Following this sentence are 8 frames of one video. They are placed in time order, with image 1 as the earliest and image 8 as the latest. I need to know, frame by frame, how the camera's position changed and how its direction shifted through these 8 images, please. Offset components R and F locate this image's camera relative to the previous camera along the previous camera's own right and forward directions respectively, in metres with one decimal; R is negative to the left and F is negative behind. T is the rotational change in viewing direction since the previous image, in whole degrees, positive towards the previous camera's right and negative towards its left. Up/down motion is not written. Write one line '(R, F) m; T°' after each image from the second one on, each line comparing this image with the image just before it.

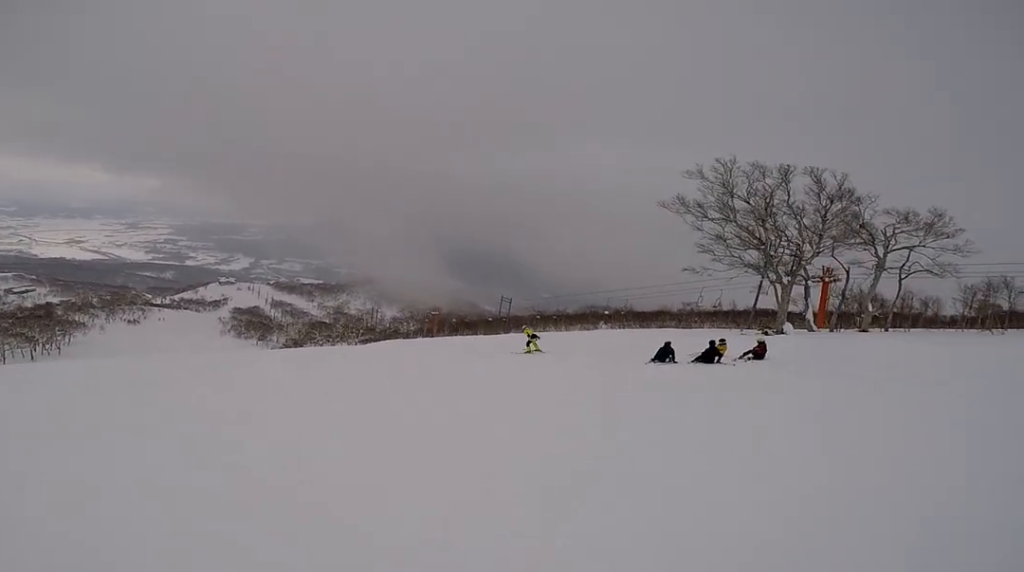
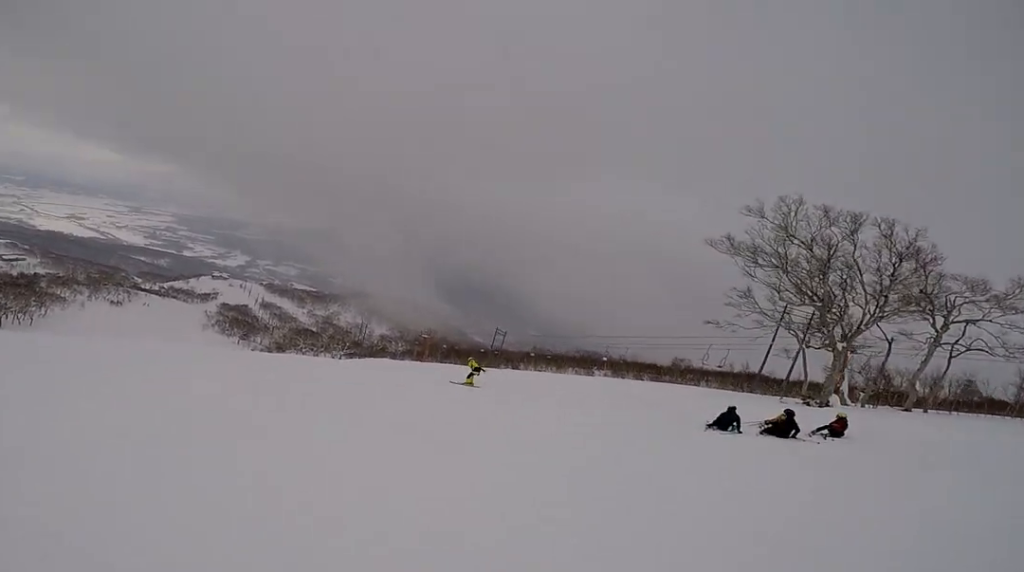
(-0.8, +3.4) m; -19°
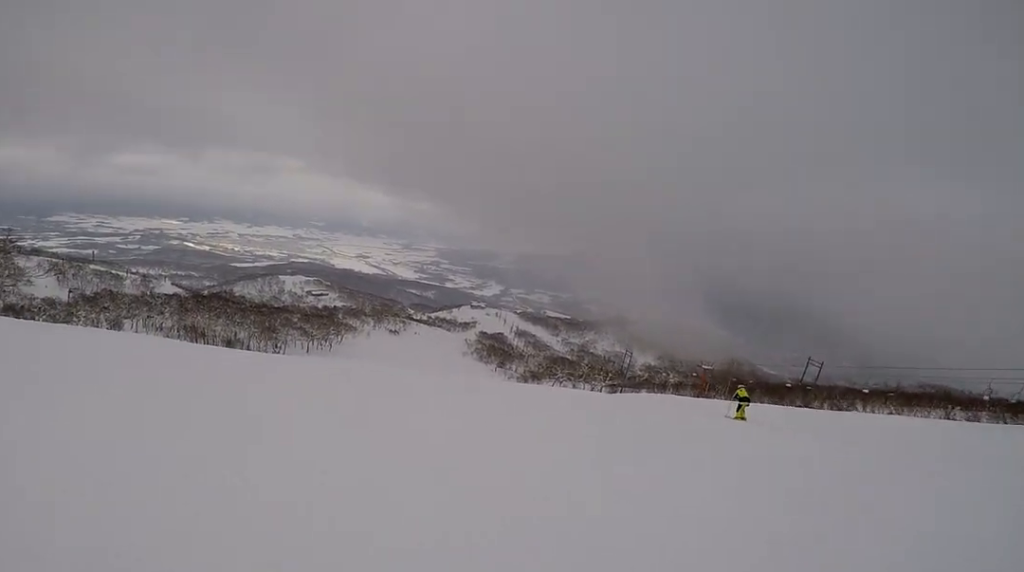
(-0.6, +3.3) m; -11°
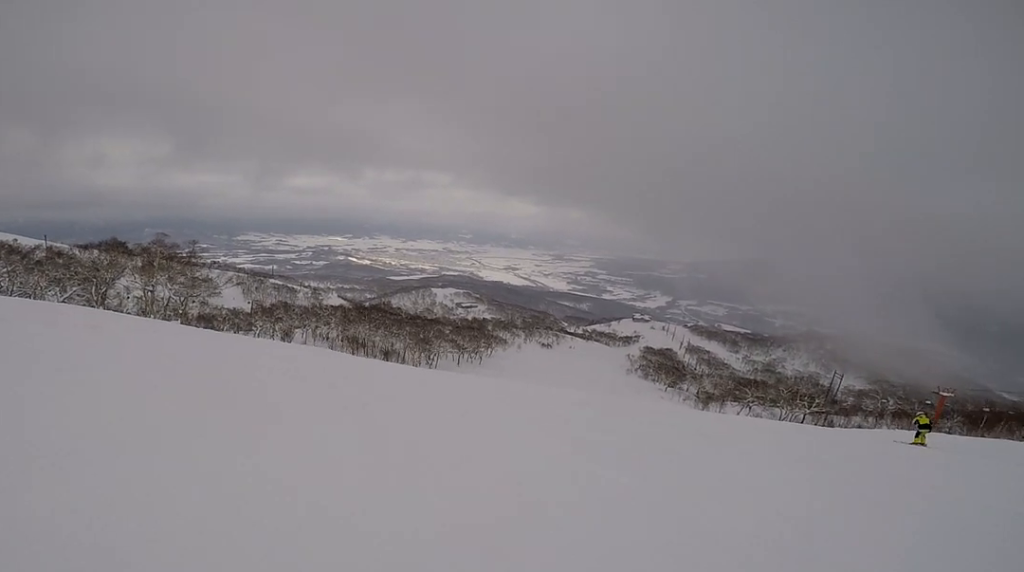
(0.0, +4.0) m; -6°
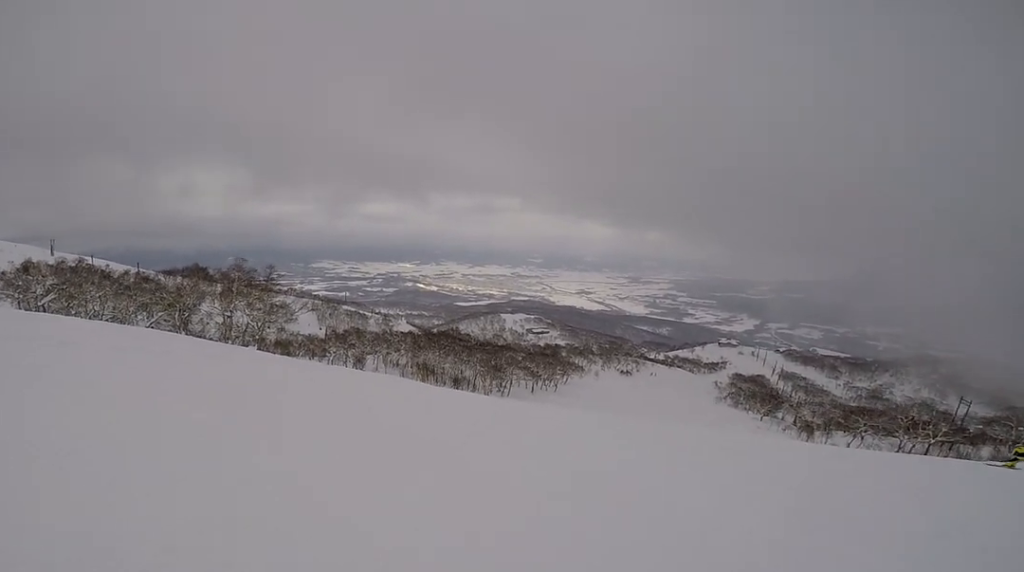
(-0.1, +2.2) m; -1°
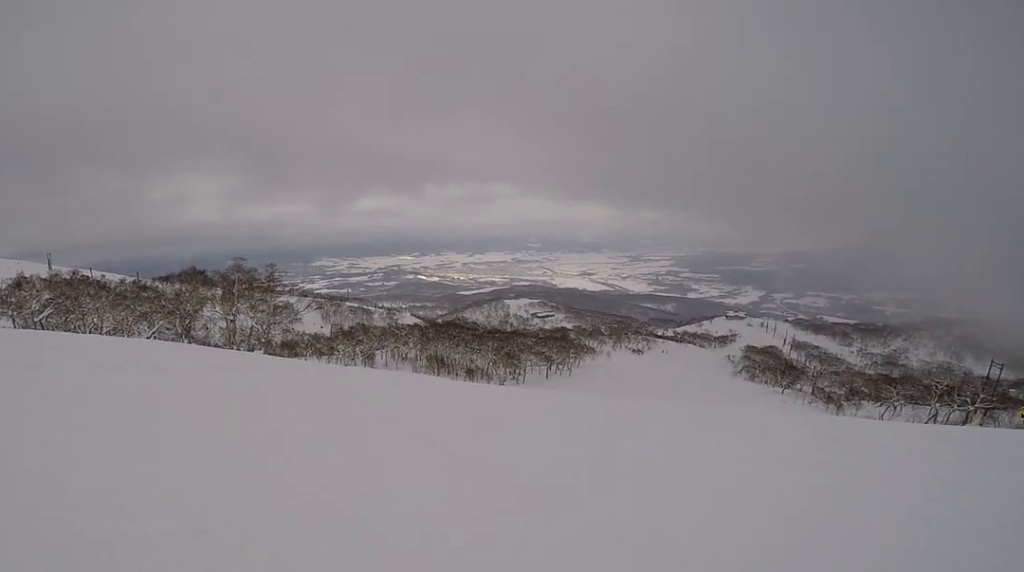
(-0.4, +2.8) m; 0°
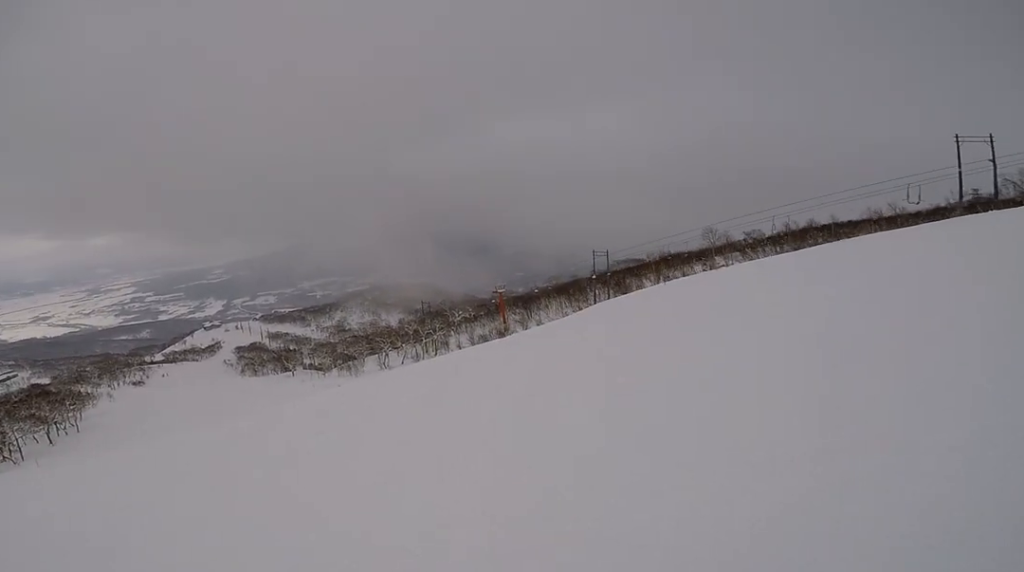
(+4.9, +10.3) m; +52°
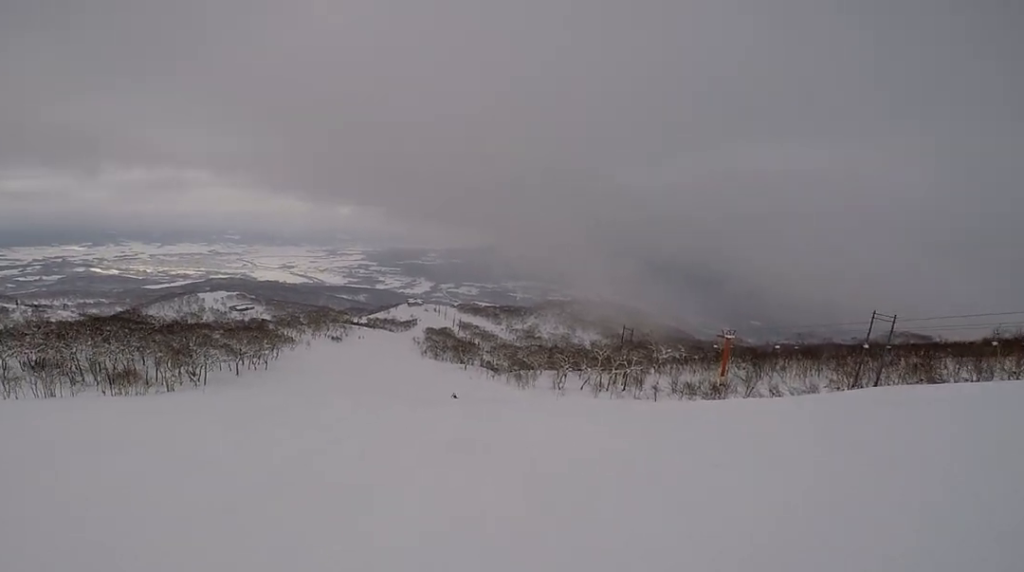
(+0.9, +6.7) m; -23°
